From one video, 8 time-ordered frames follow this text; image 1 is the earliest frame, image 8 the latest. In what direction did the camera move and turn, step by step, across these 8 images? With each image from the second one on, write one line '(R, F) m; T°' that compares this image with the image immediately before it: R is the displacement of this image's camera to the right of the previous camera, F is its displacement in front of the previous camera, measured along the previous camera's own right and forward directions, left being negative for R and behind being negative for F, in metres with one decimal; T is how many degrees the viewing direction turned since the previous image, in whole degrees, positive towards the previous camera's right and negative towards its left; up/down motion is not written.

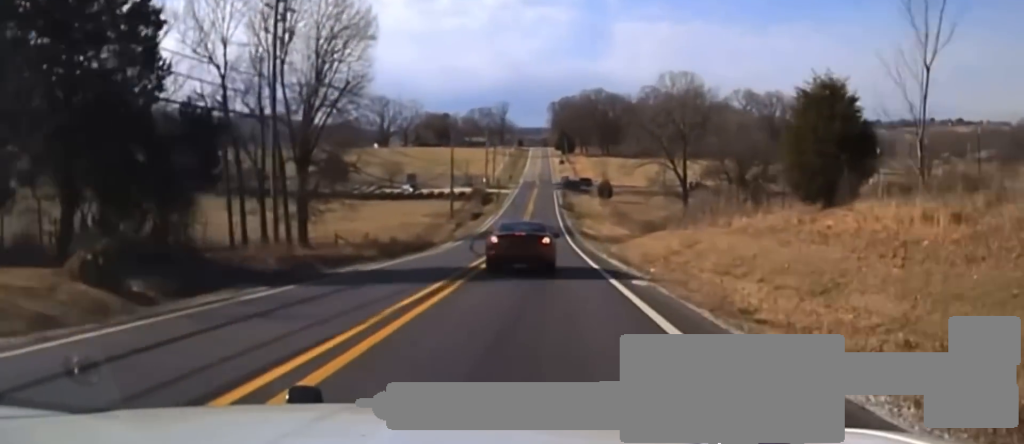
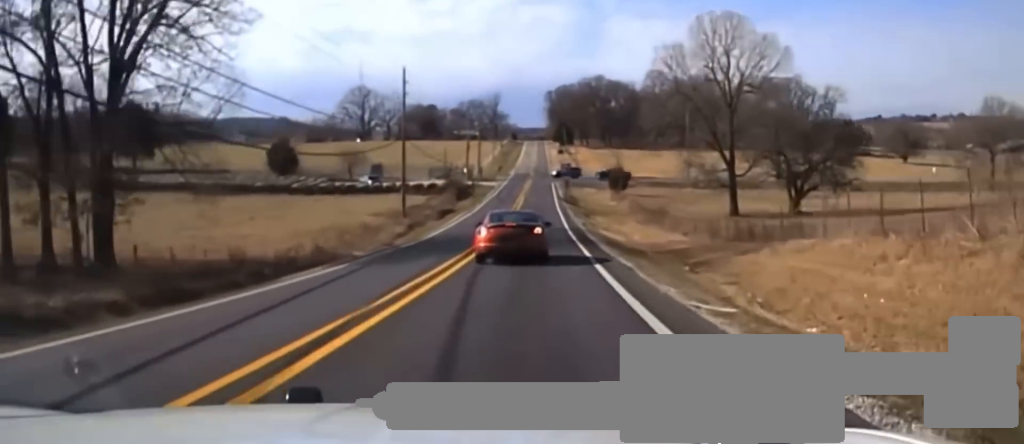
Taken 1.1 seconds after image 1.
(+0.4, +36.8) m; 0°
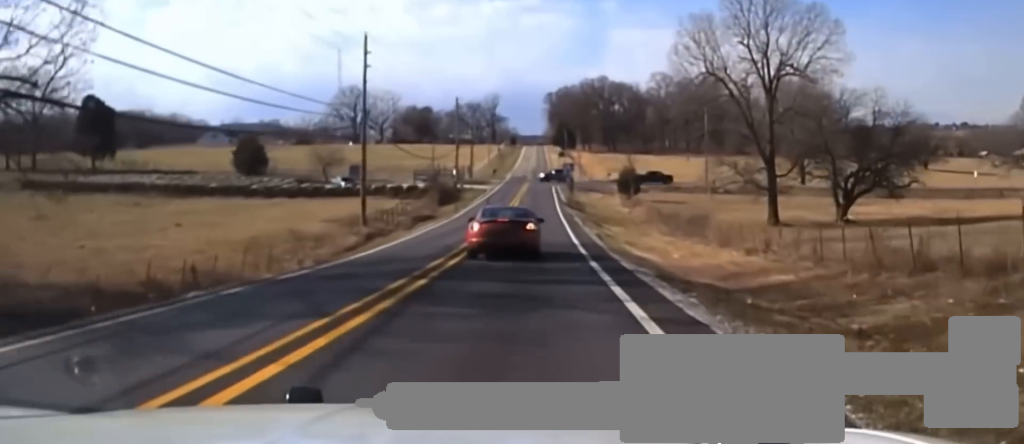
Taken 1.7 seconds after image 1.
(-0.1, +17.9) m; 0°
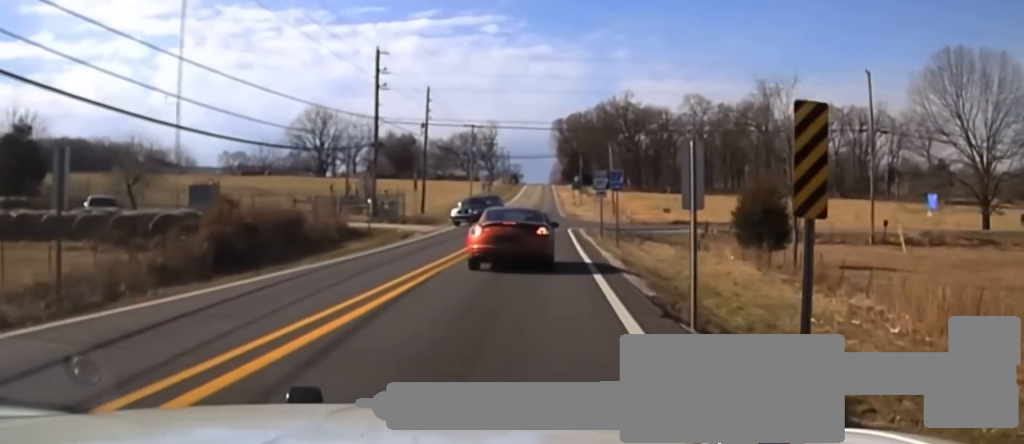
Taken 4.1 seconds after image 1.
(-0.7, +62.0) m; -1°
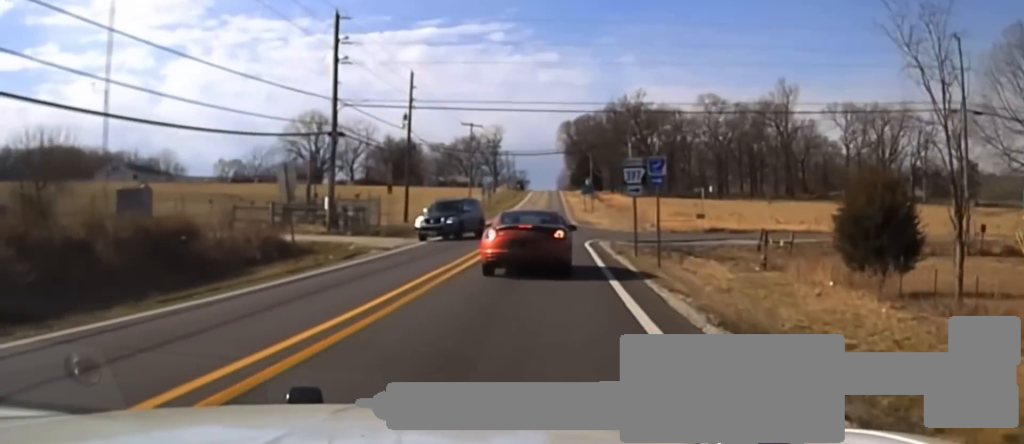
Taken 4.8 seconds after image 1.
(0.0, +14.0) m; +1°
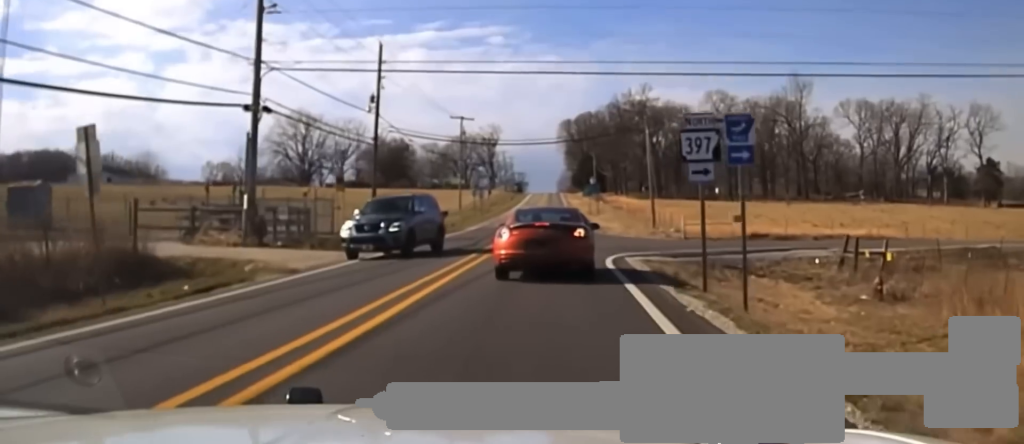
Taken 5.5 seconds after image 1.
(+0.1, +13.5) m; +1°
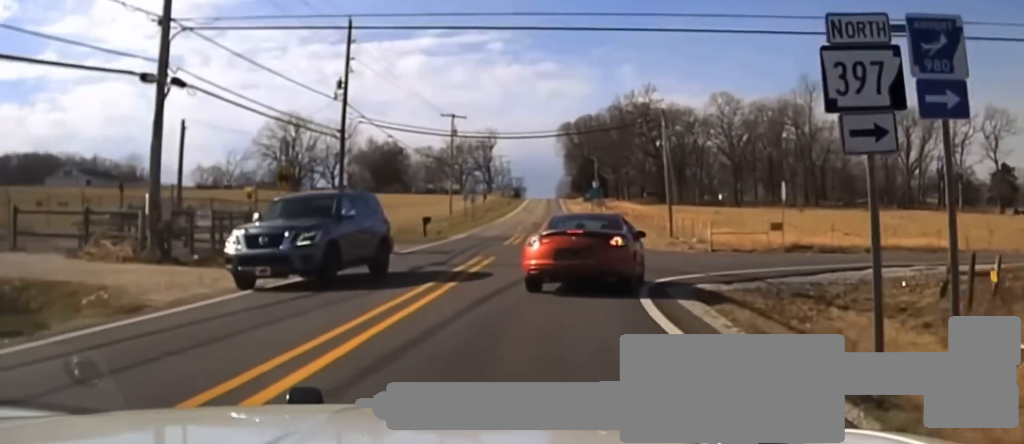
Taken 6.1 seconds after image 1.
(+0.2, +10.2) m; 0°
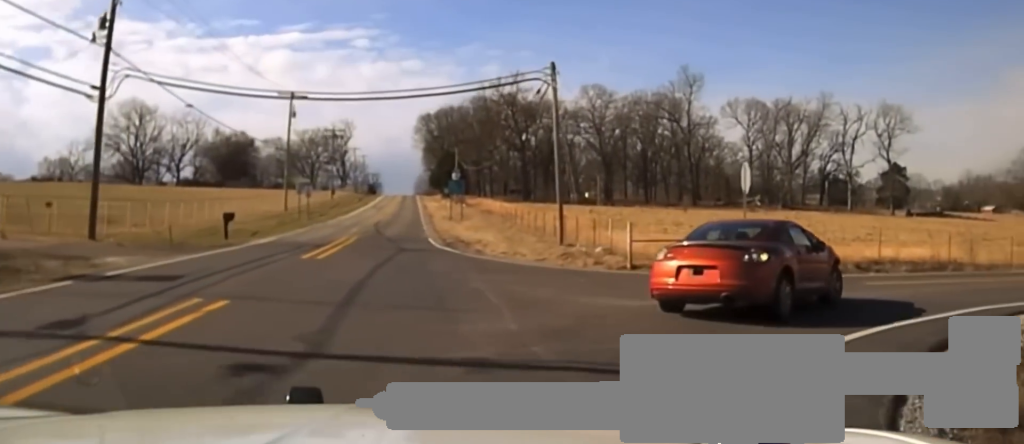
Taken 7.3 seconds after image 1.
(+0.4, +17.4) m; +12°
